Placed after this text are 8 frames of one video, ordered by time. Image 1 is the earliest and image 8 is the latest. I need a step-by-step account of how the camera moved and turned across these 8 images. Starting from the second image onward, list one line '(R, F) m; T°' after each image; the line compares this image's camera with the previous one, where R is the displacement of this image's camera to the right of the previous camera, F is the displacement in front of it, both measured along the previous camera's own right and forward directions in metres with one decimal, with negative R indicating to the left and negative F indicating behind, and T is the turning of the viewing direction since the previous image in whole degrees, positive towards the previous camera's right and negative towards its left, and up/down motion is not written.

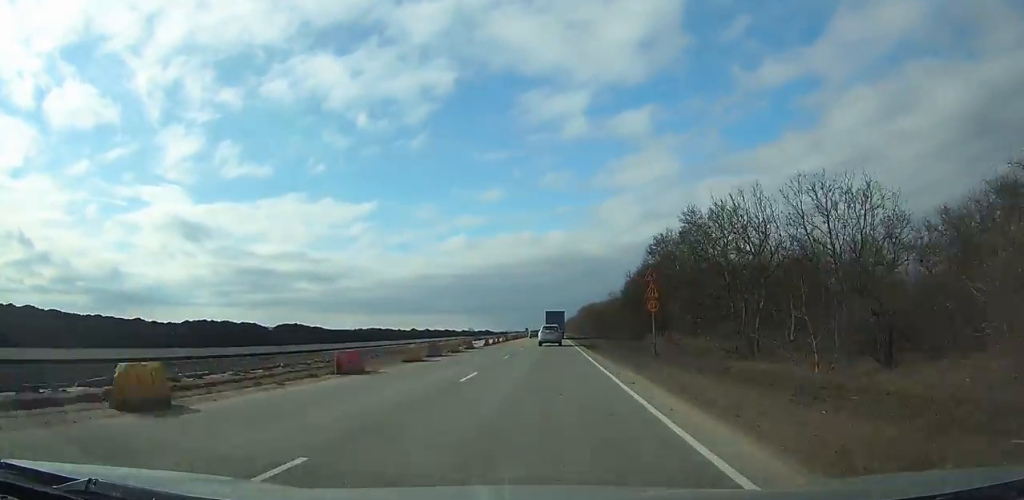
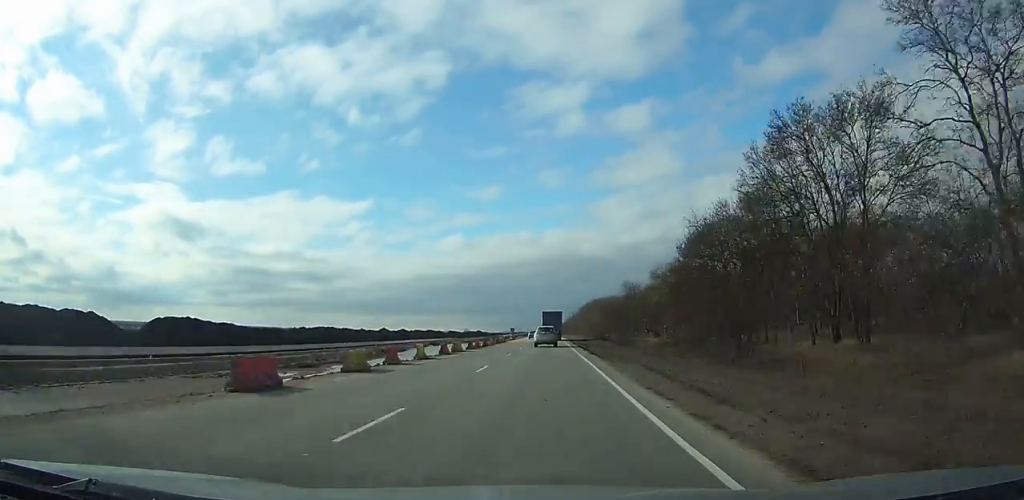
(-0.1, +43.9) m; 0°
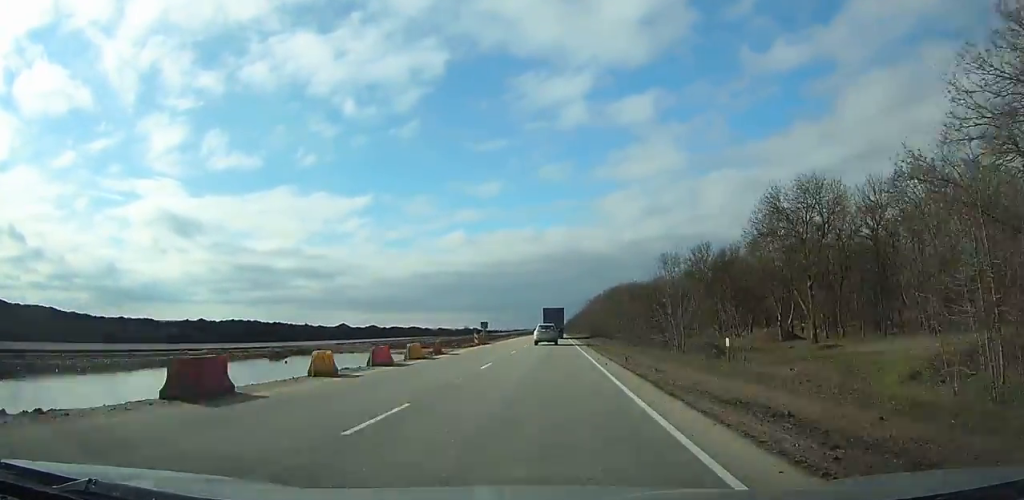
(0.0, +47.6) m; 0°
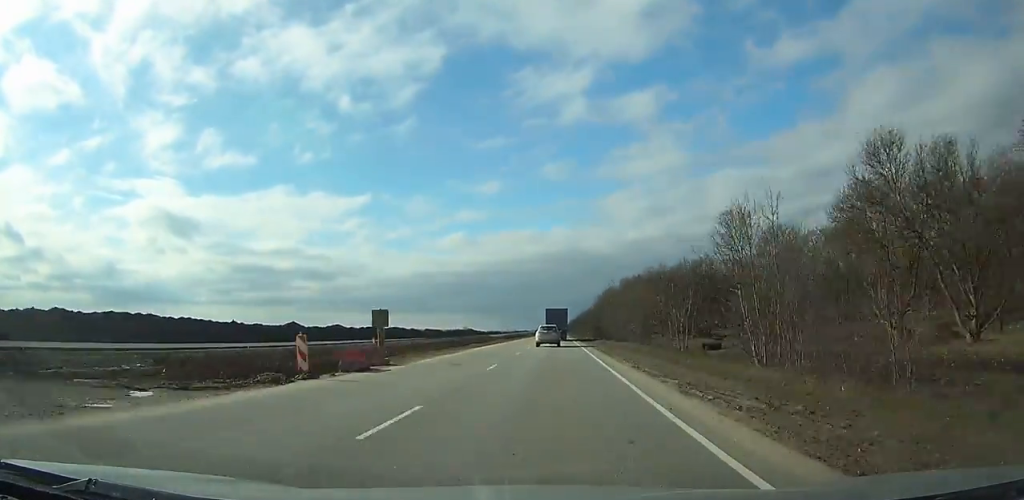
(0.0, +36.4) m; 0°
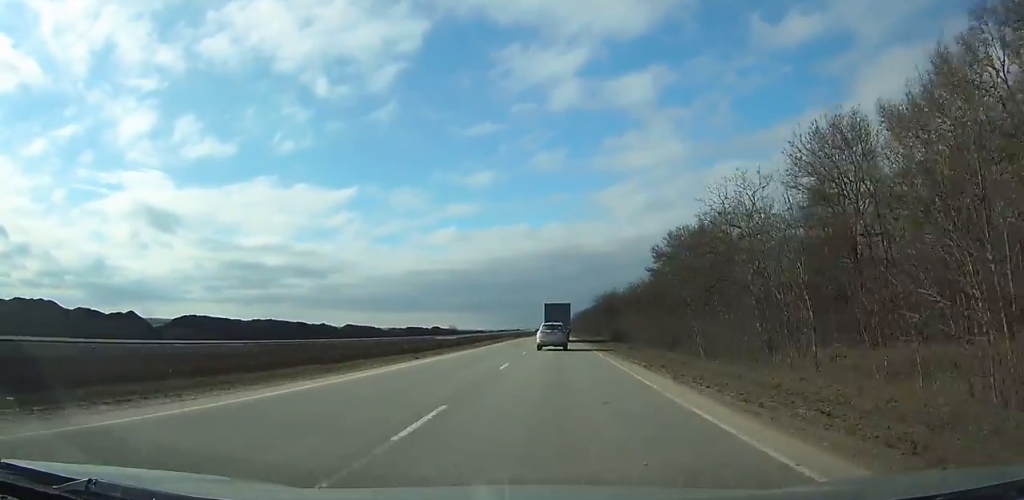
(-0.3, +107.8) m; 0°
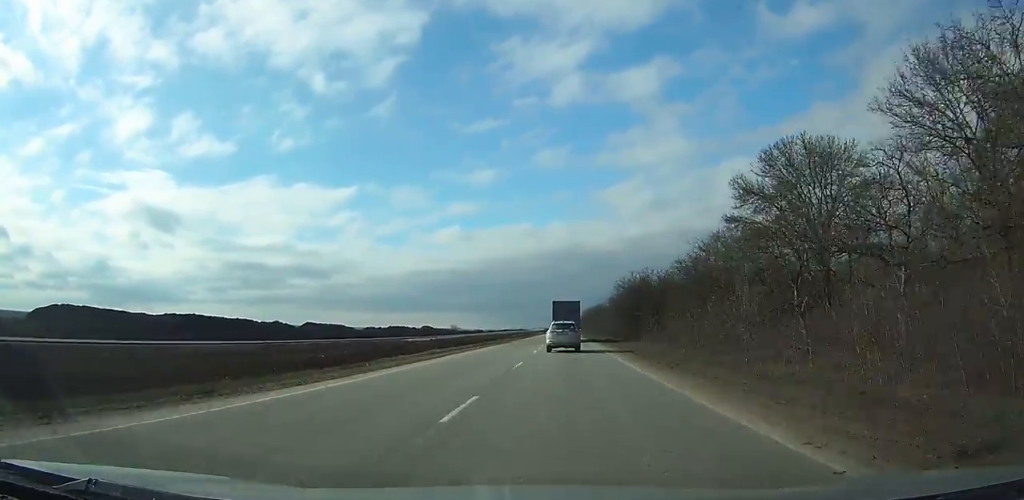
(0.0, +34.5) m; 0°
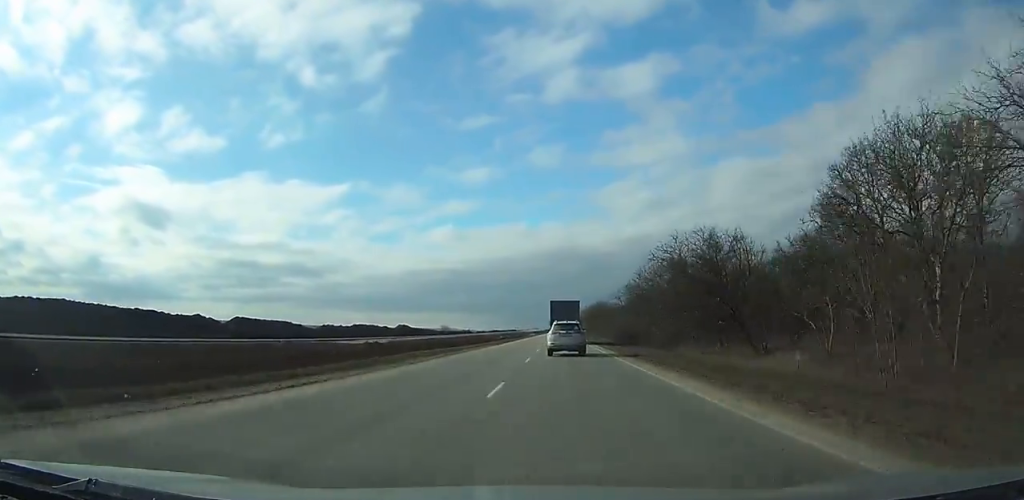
(0.0, +32.6) m; 0°
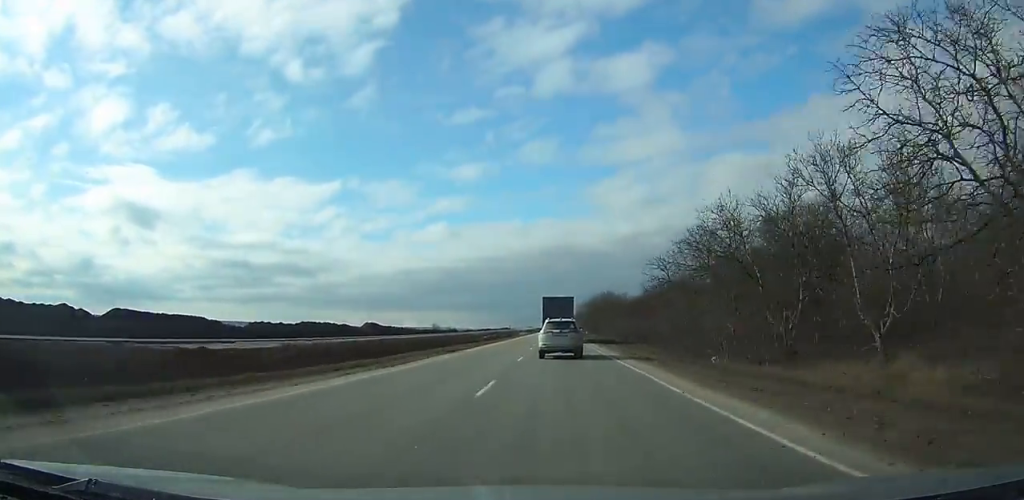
(+0.1, +35.3) m; 0°
